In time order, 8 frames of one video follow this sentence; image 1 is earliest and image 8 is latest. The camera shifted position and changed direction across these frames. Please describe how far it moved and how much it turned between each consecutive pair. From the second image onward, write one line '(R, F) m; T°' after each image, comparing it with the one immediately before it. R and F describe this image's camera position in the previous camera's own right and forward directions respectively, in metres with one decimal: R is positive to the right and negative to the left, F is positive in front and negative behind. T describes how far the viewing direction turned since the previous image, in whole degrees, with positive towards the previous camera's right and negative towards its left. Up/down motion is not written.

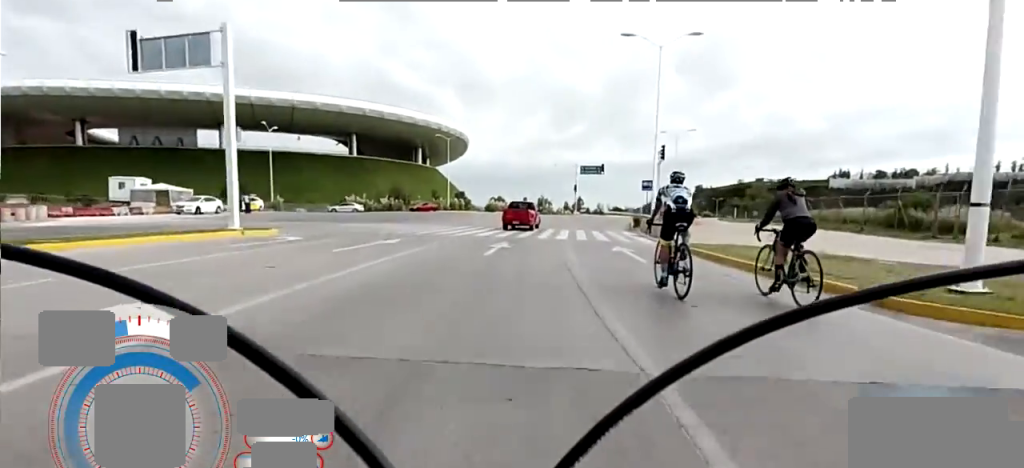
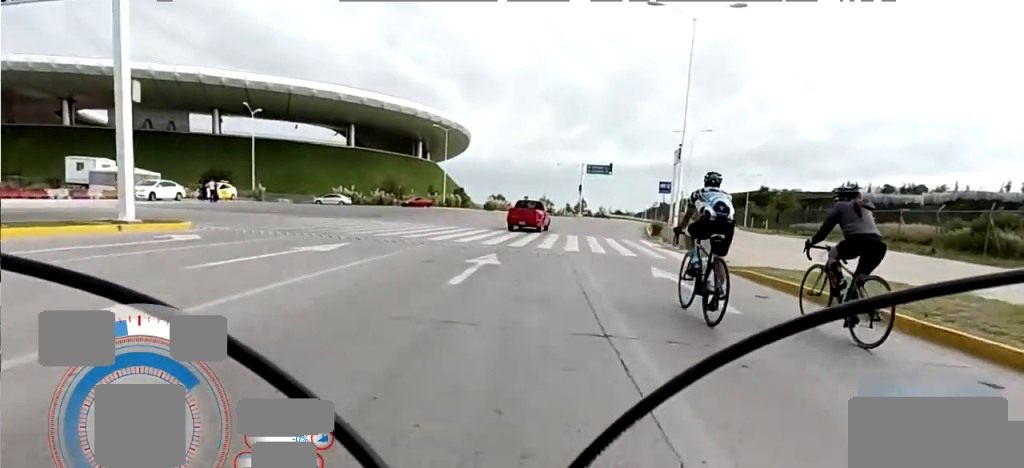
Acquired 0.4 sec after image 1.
(0.0, +5.0) m; +1°
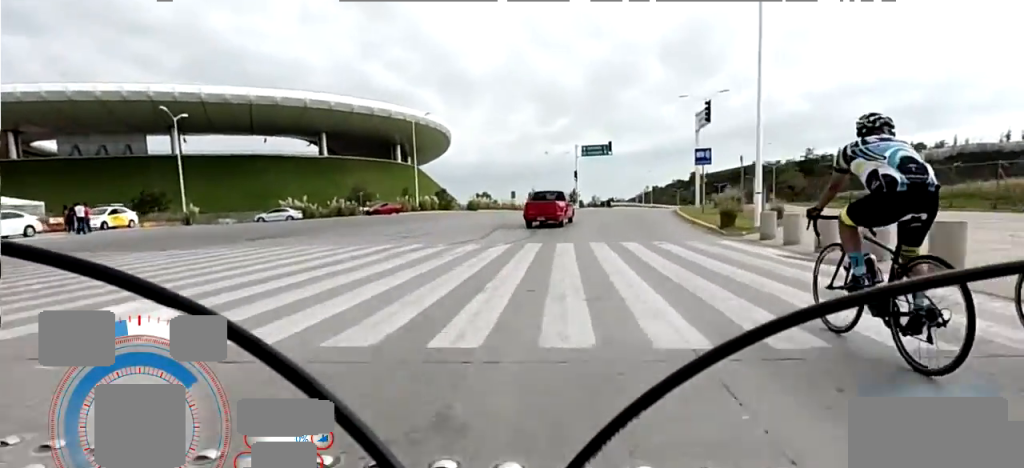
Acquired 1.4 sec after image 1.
(+0.3, +10.9) m; +7°
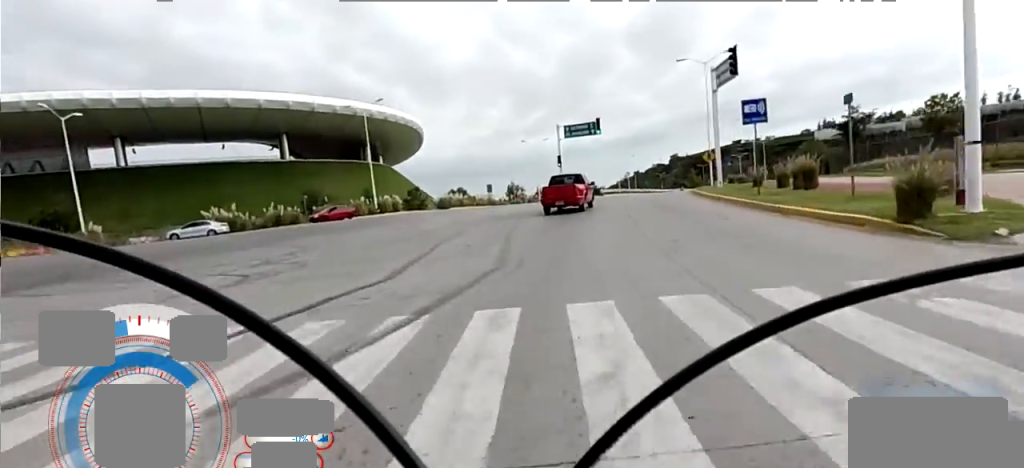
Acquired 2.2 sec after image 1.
(+0.7, +9.3) m; +6°
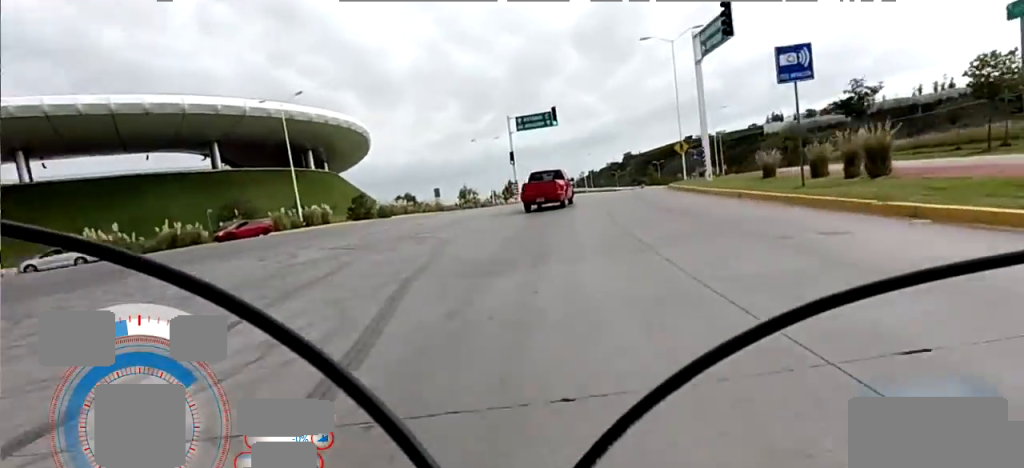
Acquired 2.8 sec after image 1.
(+0.2, +6.6) m; 0°
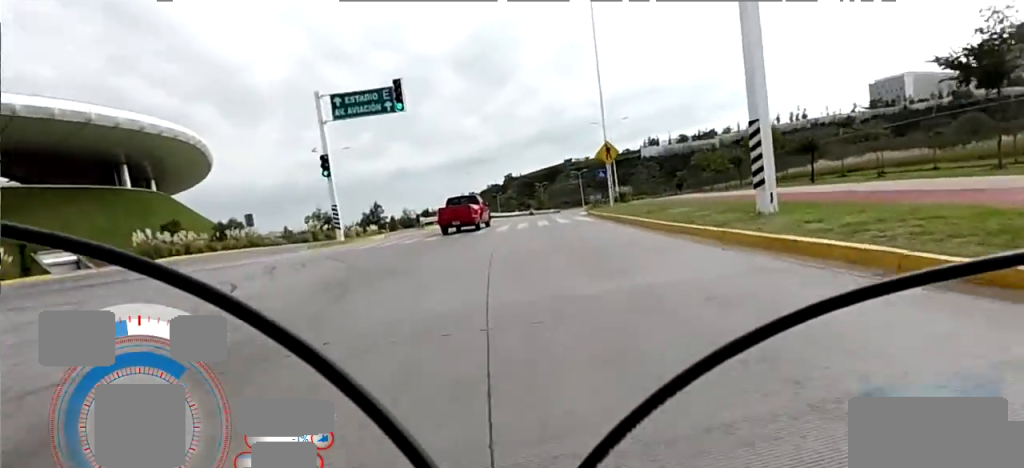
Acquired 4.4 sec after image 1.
(-0.1, +17.4) m; +3°
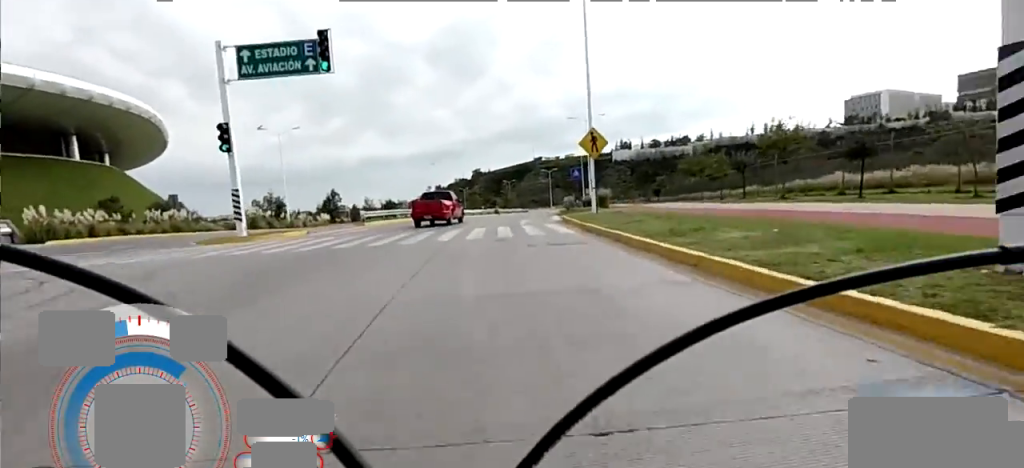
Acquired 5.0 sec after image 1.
(-0.1, +5.6) m; +6°
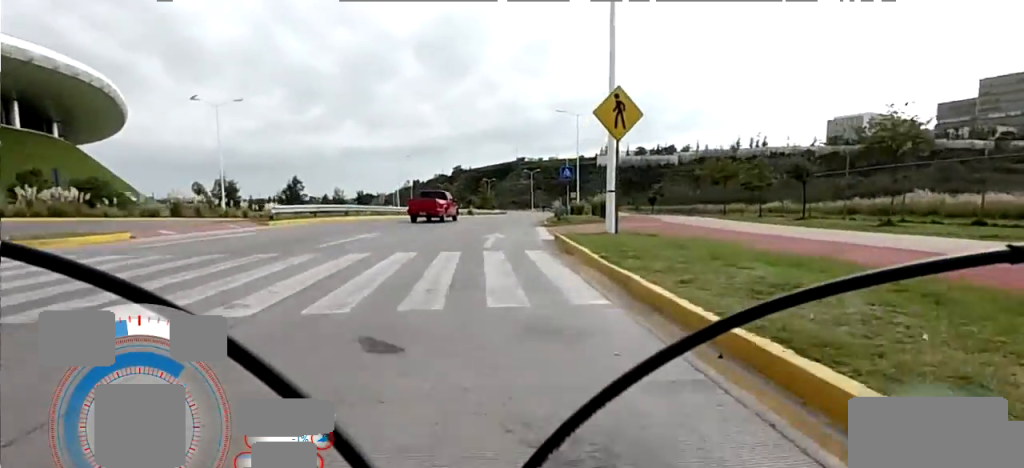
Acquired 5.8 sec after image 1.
(+1.1, +8.0) m; +8°
